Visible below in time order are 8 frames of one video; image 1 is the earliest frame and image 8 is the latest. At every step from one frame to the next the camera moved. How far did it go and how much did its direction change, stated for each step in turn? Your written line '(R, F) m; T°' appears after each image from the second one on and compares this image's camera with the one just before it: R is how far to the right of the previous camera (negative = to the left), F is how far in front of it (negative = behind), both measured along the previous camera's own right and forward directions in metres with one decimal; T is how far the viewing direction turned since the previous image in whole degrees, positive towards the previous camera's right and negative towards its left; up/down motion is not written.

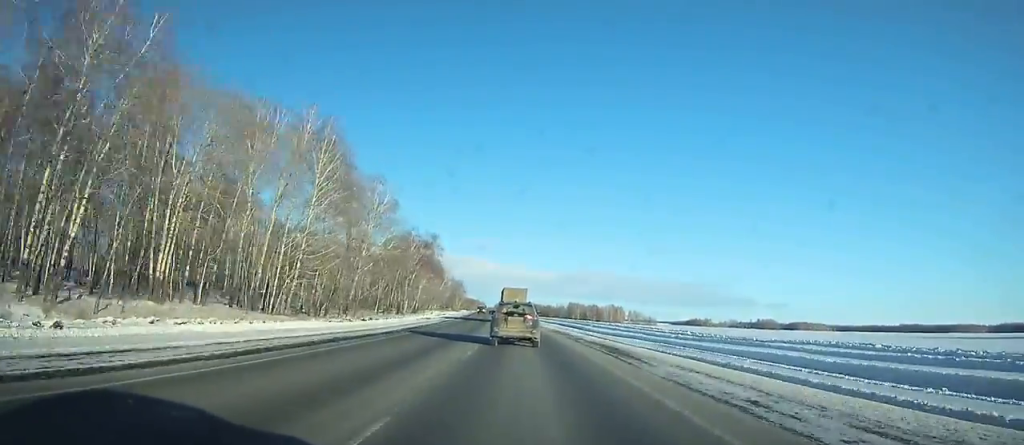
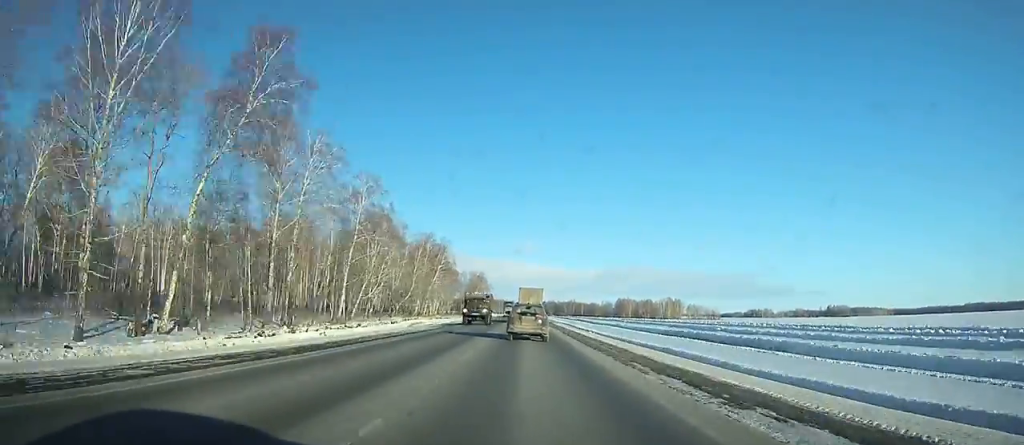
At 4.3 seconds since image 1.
(-3.7, +96.6) m; -3°
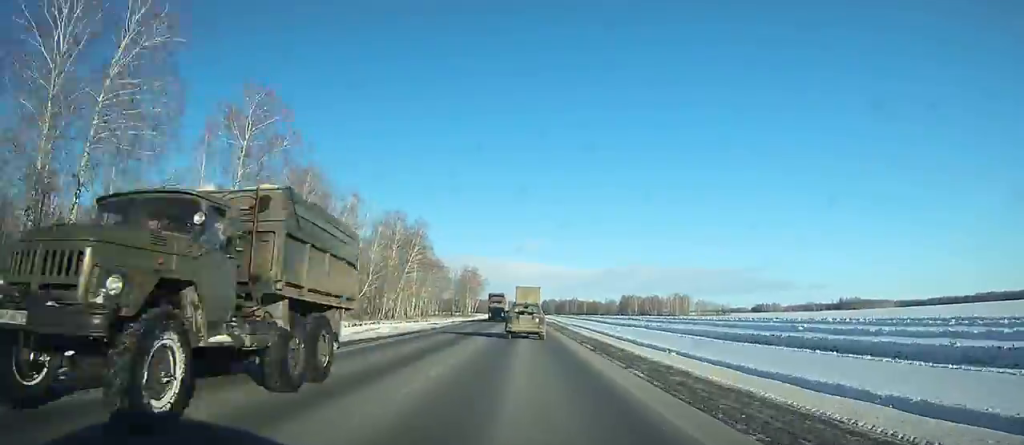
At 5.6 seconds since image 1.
(-0.1, +30.2) m; 0°
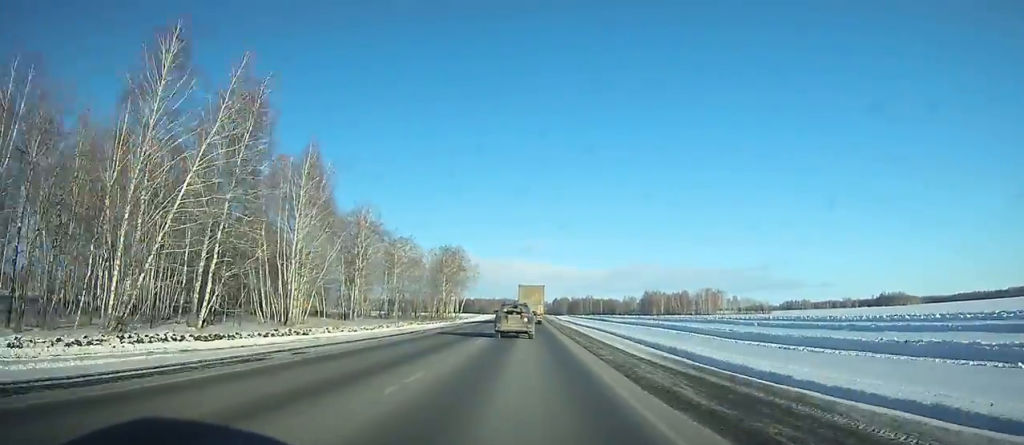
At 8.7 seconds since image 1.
(-0.3, +72.2) m; 0°
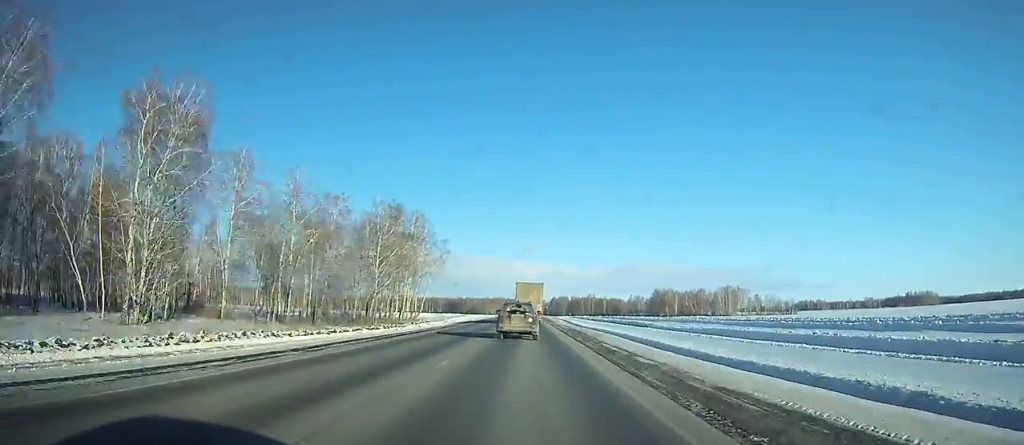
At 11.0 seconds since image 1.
(-0.1, +53.9) m; 0°
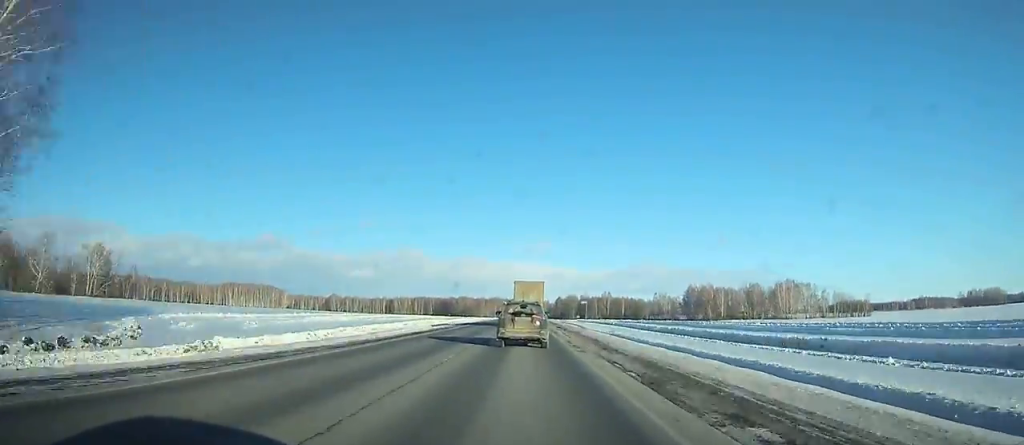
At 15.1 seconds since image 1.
(+0.1, +95.3) m; 0°
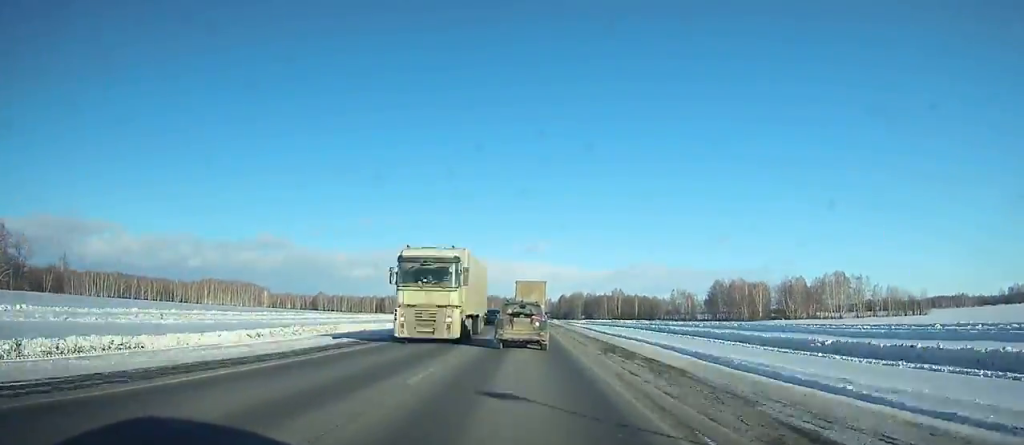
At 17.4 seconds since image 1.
(-0.1, +53.1) m; 0°
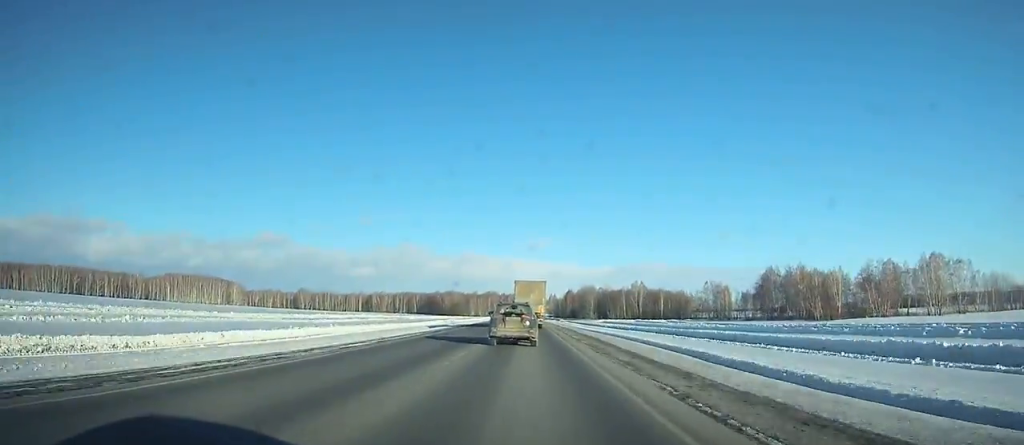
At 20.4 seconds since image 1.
(0.0, +70.0) m; 0°
